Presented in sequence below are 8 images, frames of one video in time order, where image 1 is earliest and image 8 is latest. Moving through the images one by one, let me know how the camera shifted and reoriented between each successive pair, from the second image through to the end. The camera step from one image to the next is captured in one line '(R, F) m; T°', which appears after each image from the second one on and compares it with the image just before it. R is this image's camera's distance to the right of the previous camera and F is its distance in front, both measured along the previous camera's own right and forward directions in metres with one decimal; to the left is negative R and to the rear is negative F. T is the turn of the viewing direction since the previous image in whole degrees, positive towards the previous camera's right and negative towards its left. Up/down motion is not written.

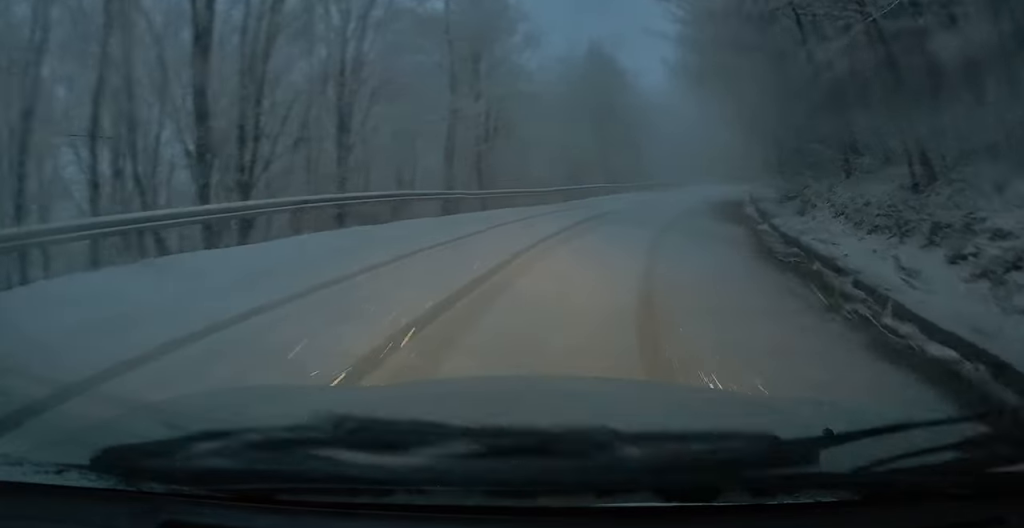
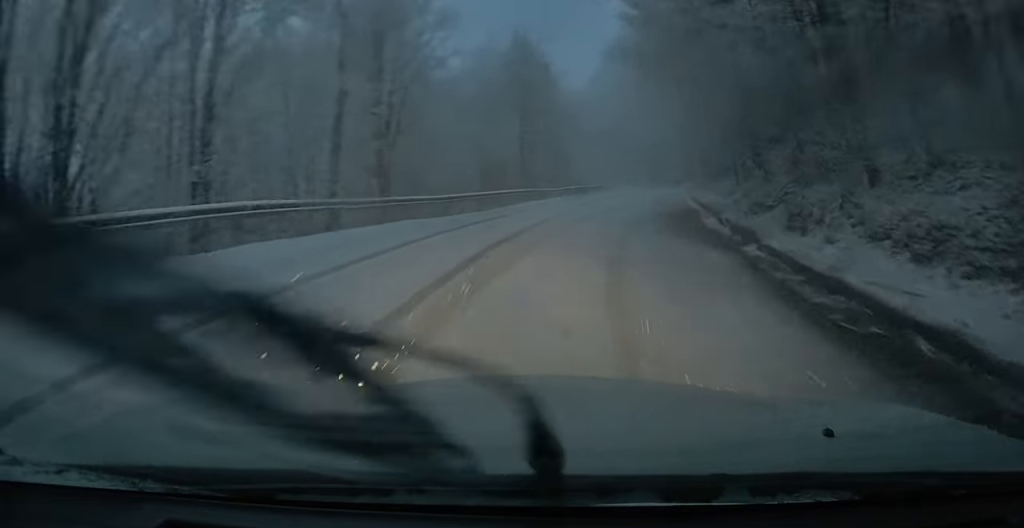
(+0.2, +4.0) m; +5°
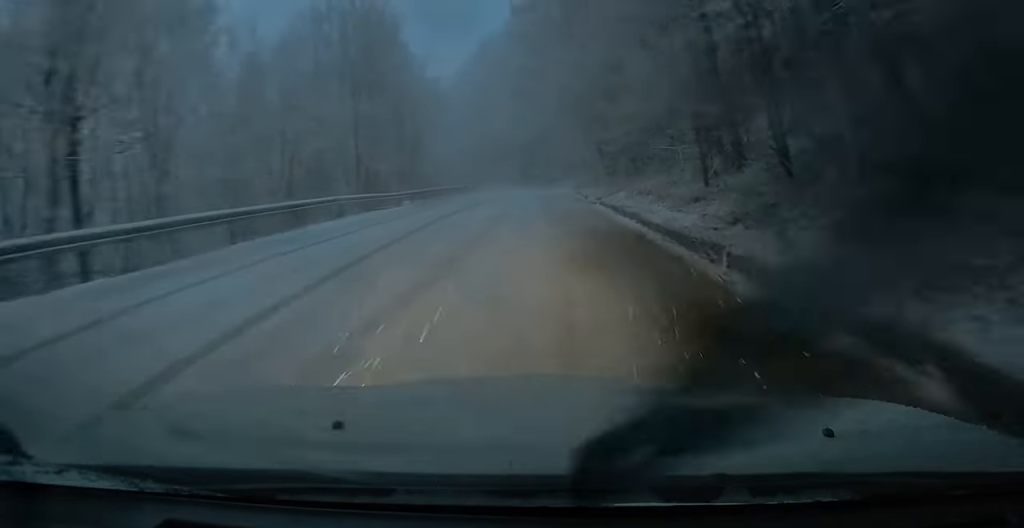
(+1.0, +10.8) m; +10°
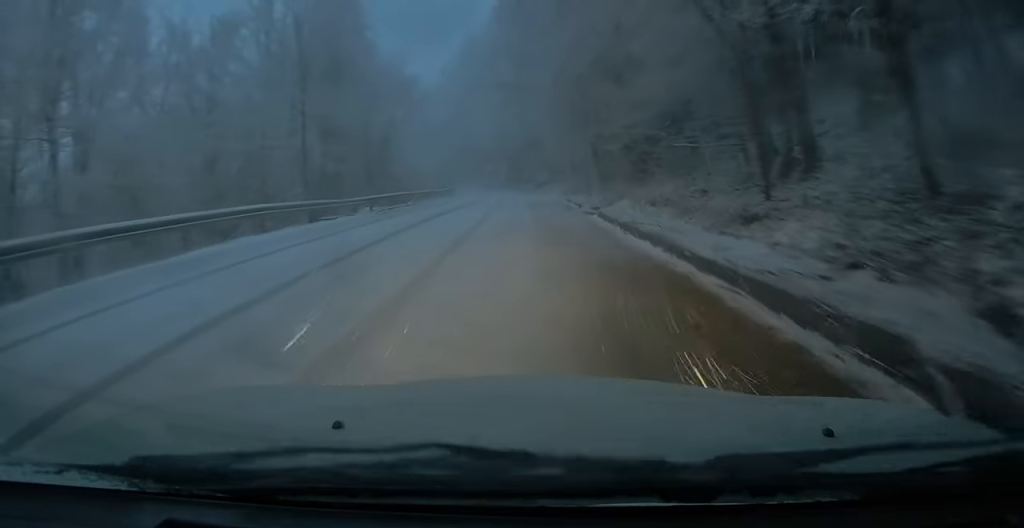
(0.0, +4.7) m; +5°
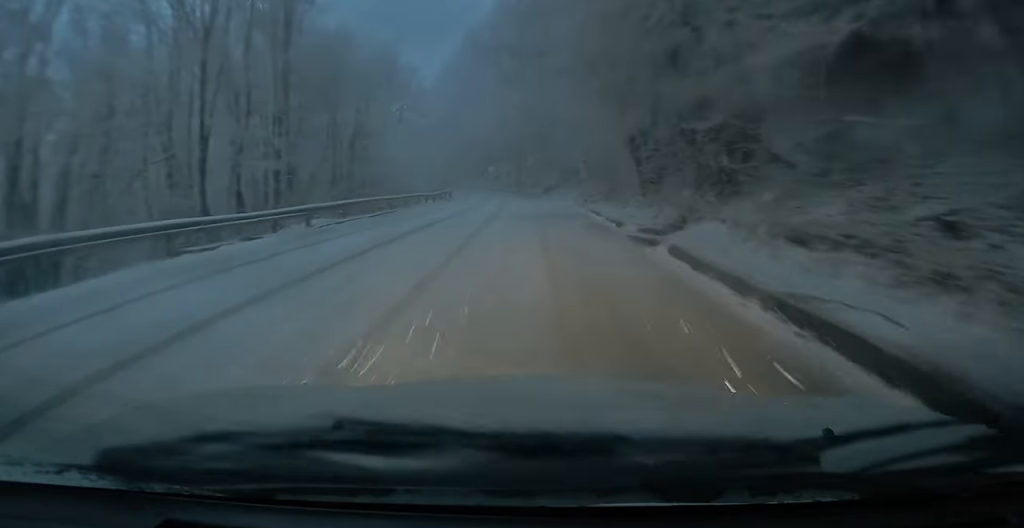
(+0.8, +8.2) m; +7°
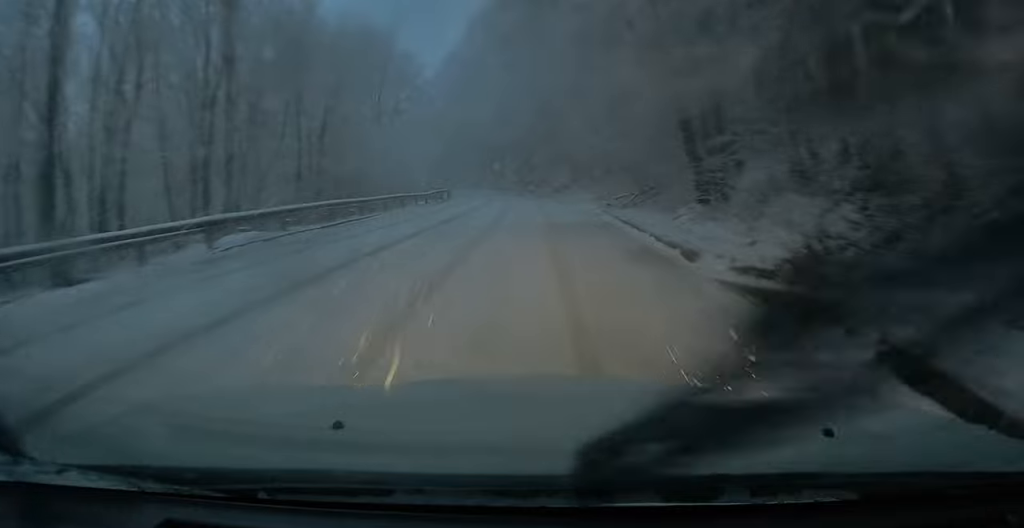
(+0.1, +6.0) m; +1°
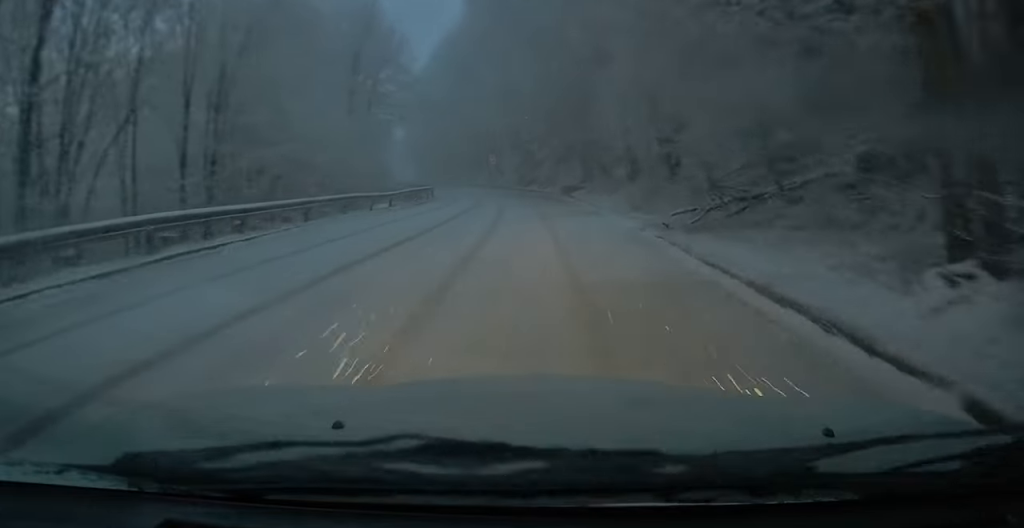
(0.0, +9.6) m; 0°
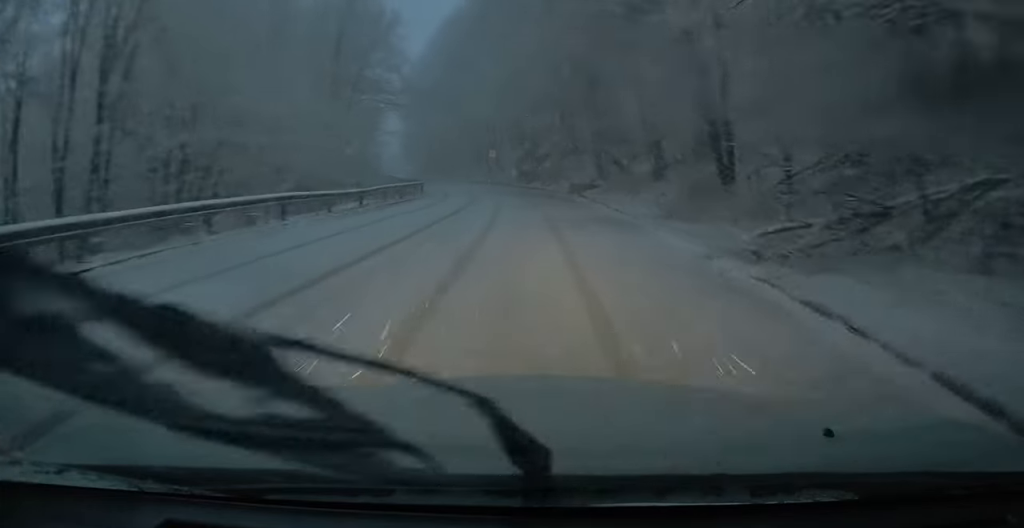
(0.0, +5.7) m; 0°
